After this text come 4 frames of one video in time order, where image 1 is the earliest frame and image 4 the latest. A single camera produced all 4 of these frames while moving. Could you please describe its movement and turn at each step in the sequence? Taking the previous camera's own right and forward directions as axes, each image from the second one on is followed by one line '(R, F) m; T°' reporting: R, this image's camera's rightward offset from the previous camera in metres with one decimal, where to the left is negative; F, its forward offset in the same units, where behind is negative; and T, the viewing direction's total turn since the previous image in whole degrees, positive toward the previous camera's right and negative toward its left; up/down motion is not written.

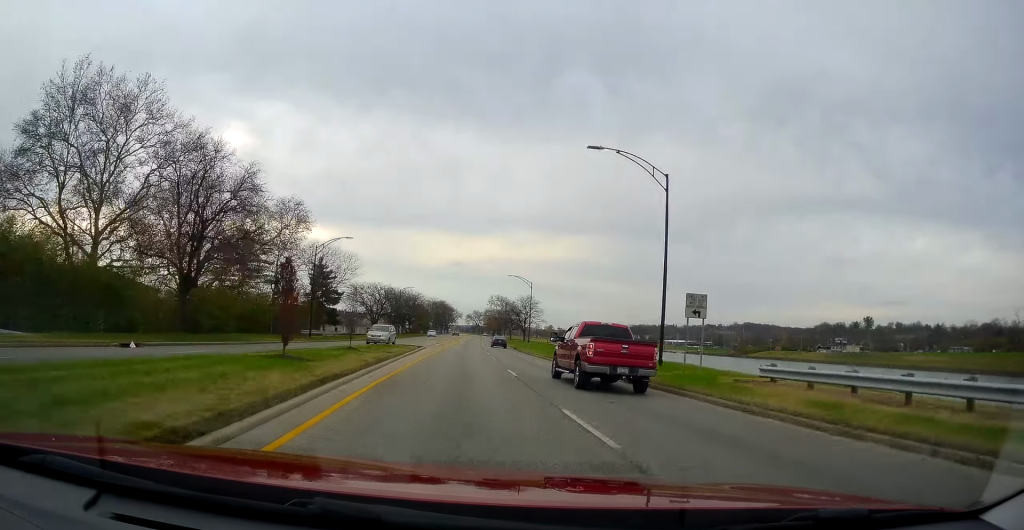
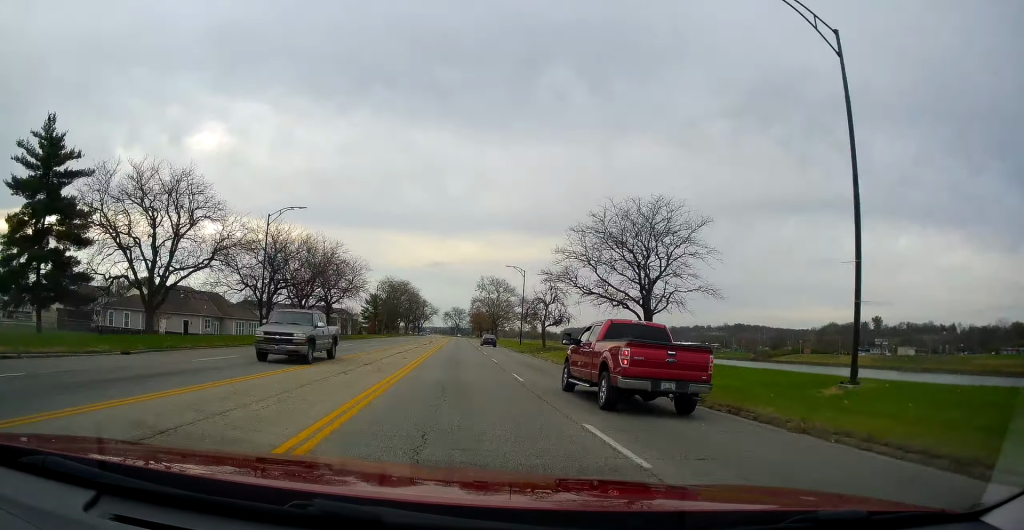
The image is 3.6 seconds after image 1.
(0.0, +75.5) m; 0°
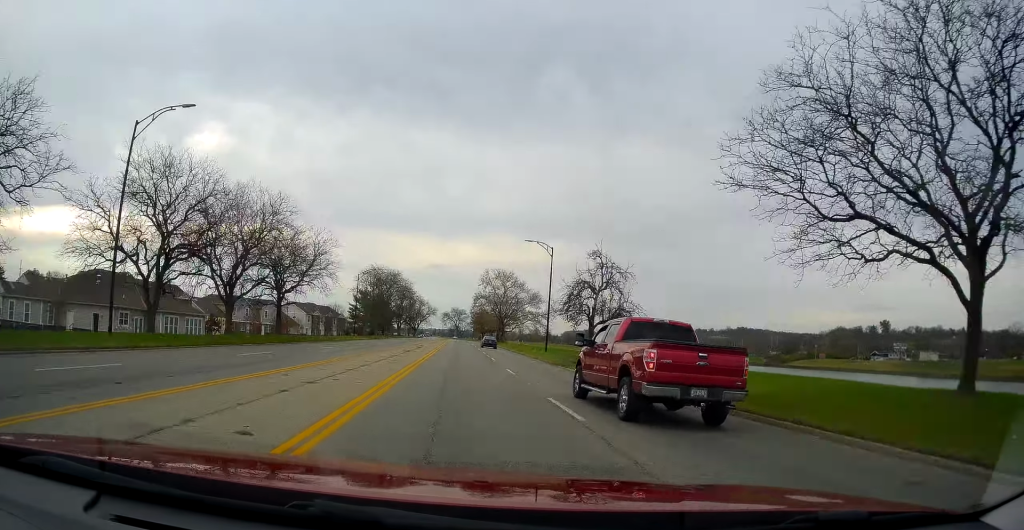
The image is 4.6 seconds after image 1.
(0.0, +21.0) m; +1°
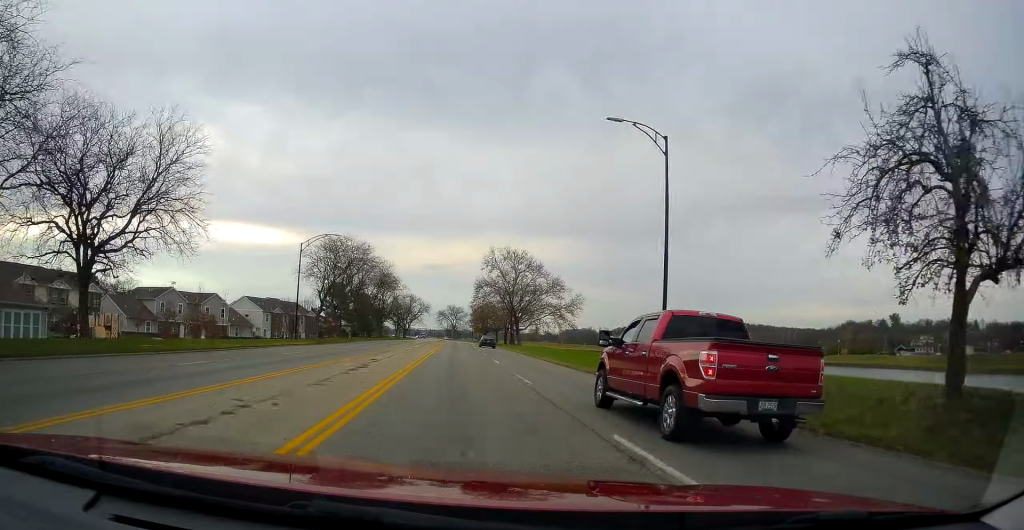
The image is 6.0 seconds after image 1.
(+0.8, +29.9) m; +2°
